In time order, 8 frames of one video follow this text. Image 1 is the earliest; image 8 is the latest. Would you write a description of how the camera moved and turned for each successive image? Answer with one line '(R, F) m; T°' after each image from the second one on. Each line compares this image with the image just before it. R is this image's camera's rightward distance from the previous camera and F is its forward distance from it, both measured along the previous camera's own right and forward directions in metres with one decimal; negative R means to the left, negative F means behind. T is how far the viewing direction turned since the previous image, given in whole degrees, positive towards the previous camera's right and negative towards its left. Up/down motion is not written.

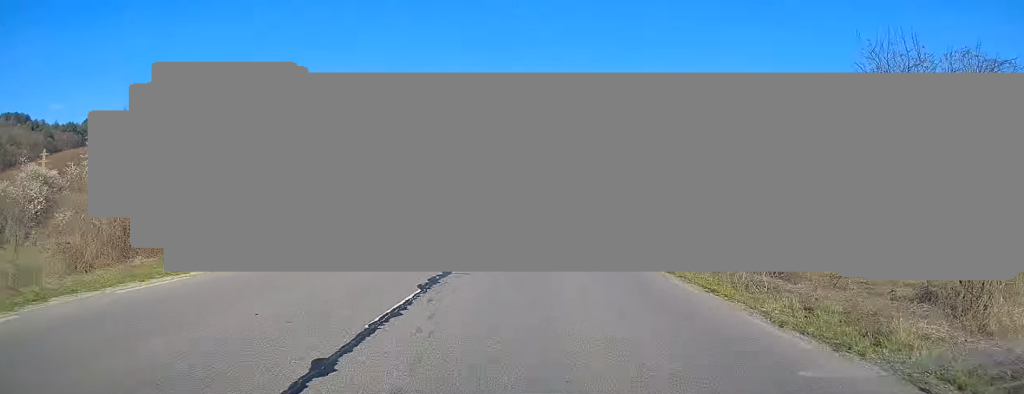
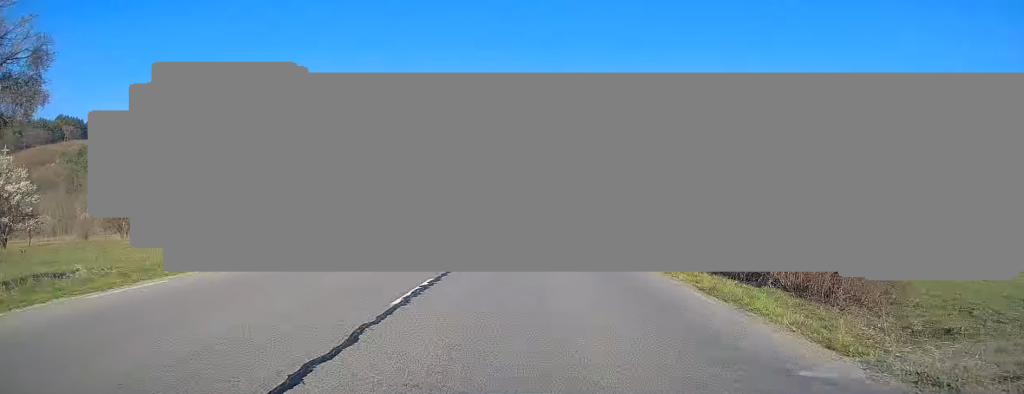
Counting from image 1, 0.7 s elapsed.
(+0.1, +16.6) m; +1°
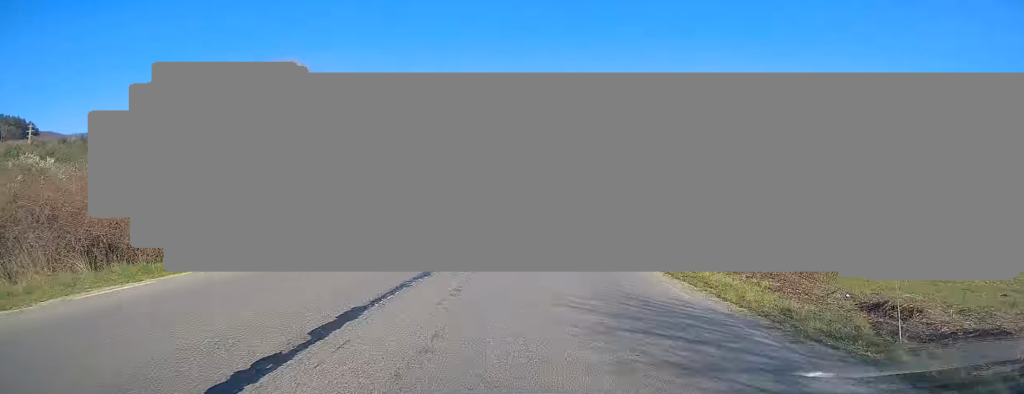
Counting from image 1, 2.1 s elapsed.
(+1.1, +36.0) m; +3°
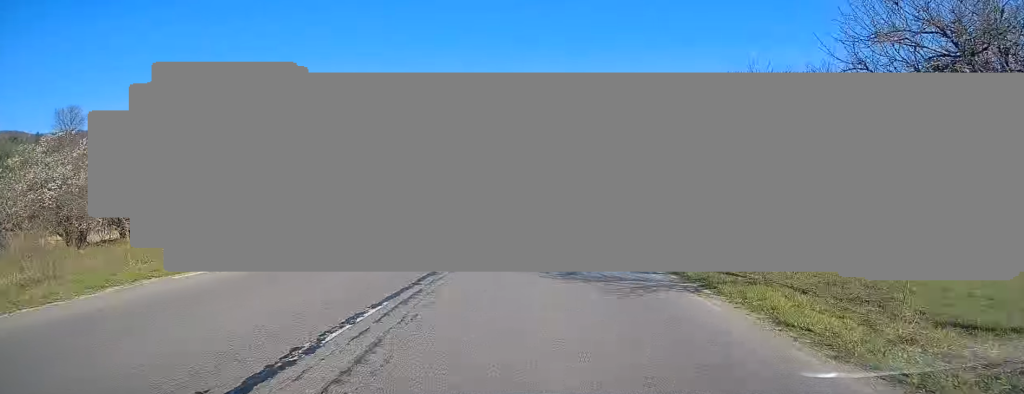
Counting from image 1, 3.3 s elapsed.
(+0.7, +29.6) m; +3°
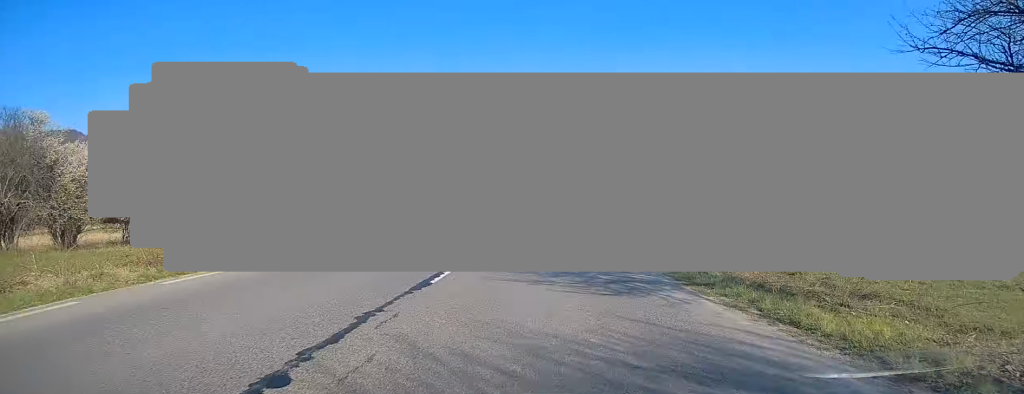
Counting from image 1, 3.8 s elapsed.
(0.0, +12.7) m; +1°
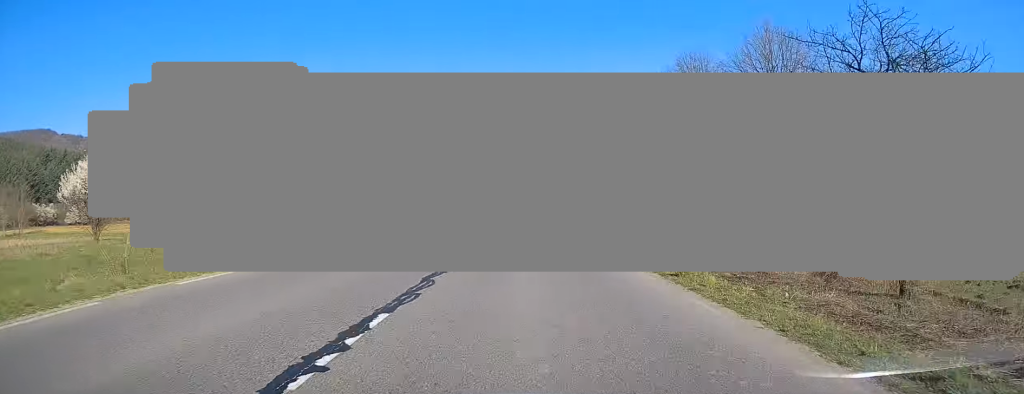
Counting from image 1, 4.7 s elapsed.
(+0.6, +23.7) m; +1°
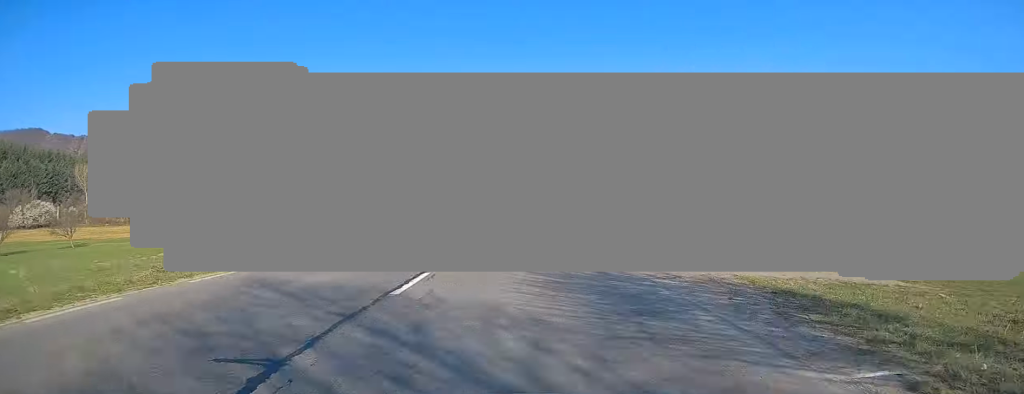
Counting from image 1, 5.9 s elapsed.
(+0.1, +31.3) m; +1°
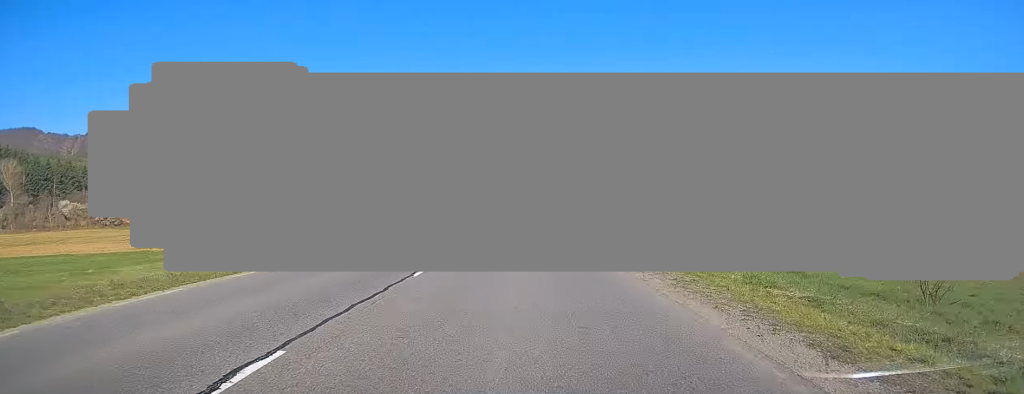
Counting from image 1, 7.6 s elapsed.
(+0.4, +42.3) m; 0°
